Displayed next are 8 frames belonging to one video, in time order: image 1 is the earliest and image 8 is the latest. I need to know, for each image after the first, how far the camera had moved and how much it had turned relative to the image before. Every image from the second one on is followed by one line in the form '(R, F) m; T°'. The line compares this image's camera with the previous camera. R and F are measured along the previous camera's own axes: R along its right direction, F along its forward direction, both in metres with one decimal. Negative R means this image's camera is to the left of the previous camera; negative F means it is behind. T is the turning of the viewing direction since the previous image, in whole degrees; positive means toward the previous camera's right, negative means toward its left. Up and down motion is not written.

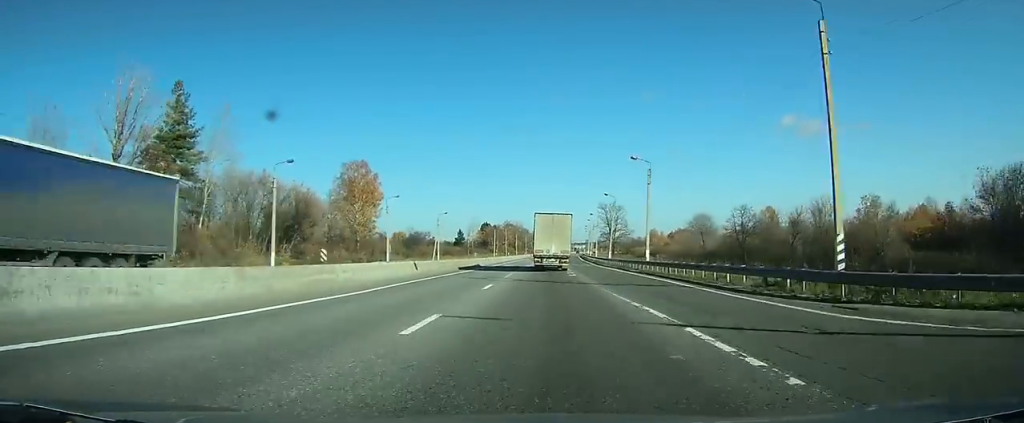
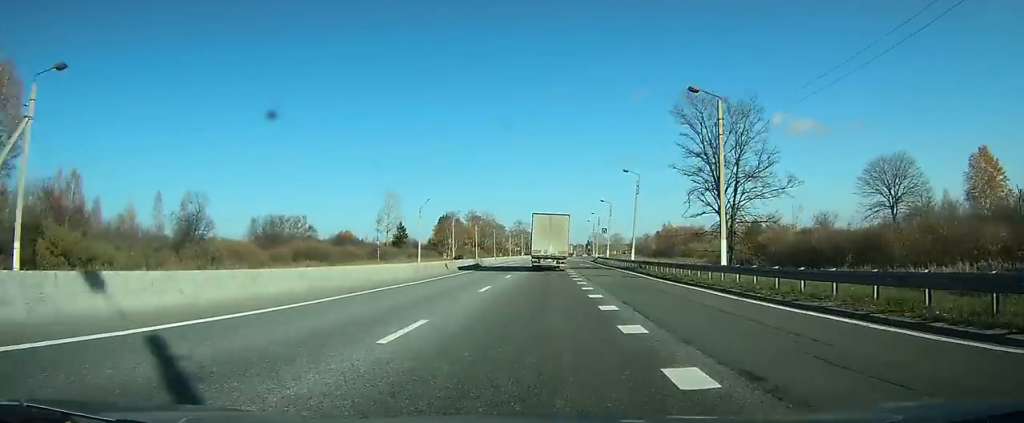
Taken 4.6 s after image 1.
(+1.0, +96.9) m; +2°
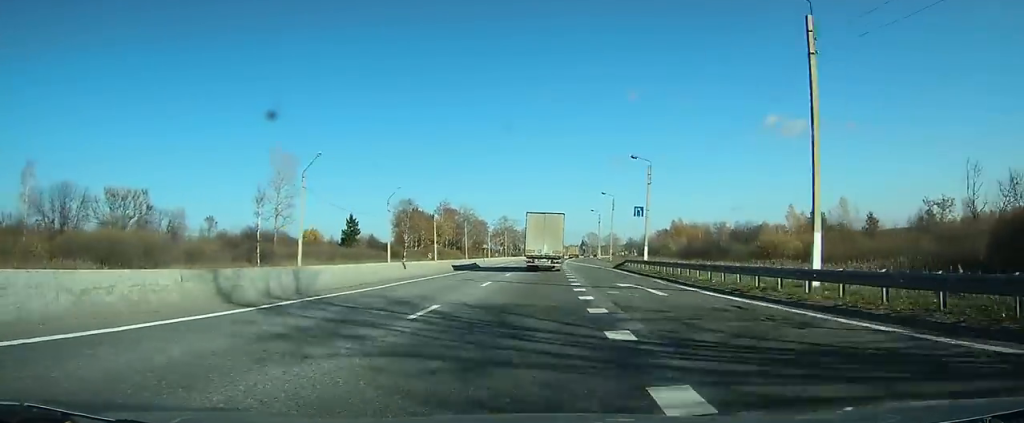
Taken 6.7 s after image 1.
(+0.4, +46.7) m; +1°
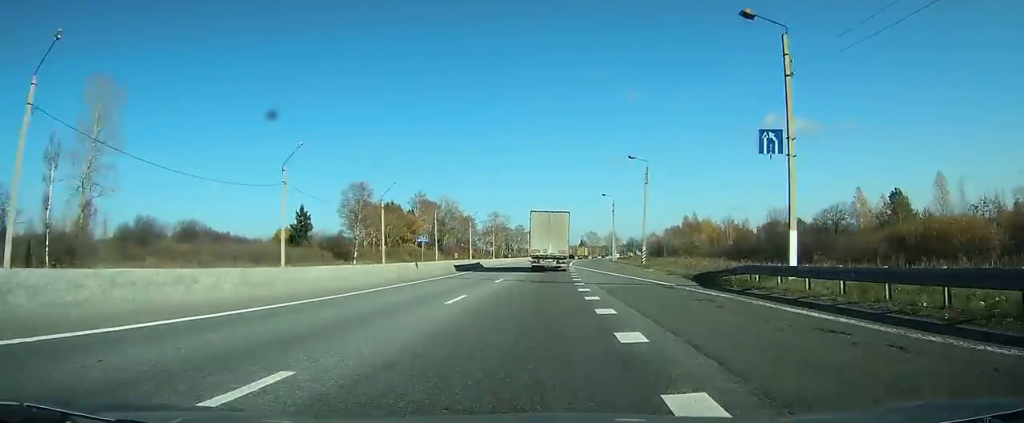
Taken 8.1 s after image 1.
(+0.3, +32.4) m; +1°
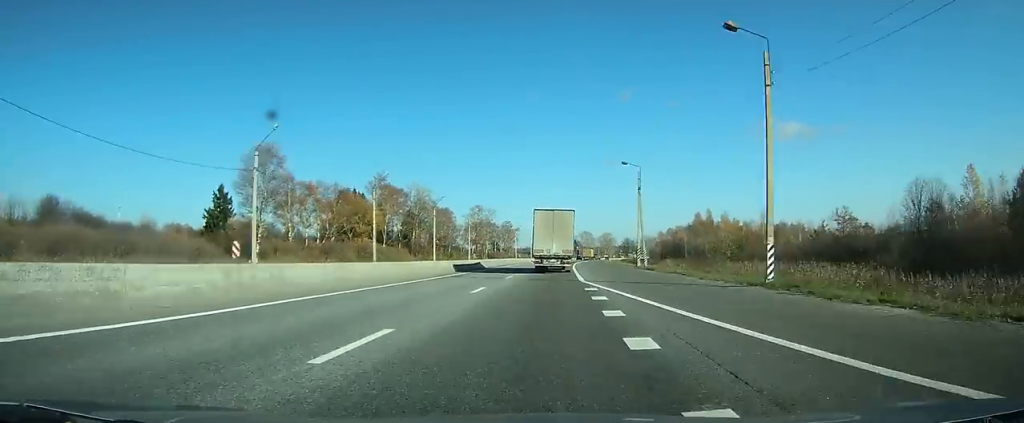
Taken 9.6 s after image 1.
(+0.2, +31.9) m; +1°
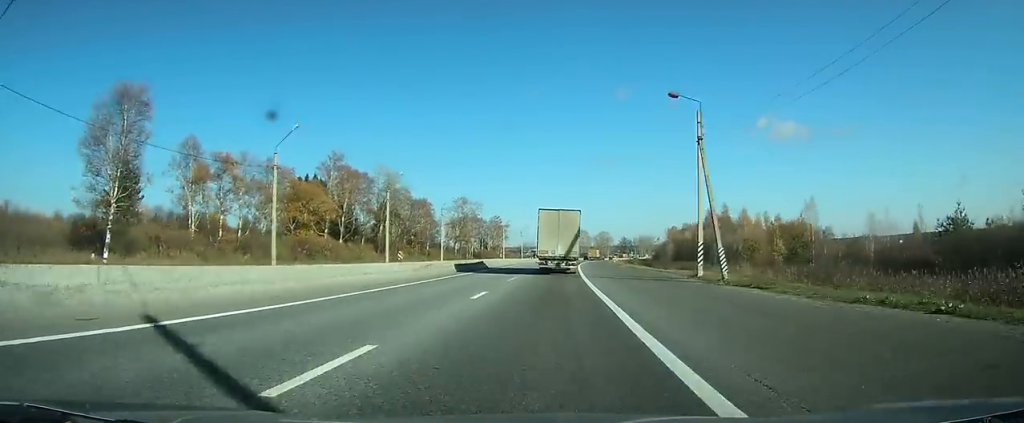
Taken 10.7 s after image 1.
(0.0, +24.4) m; +1°
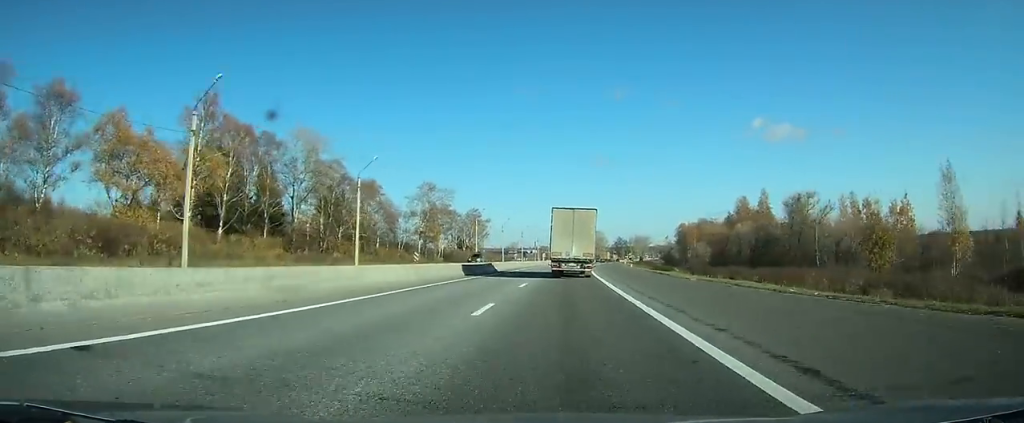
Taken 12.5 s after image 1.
(+0.4, +39.1) m; +1°
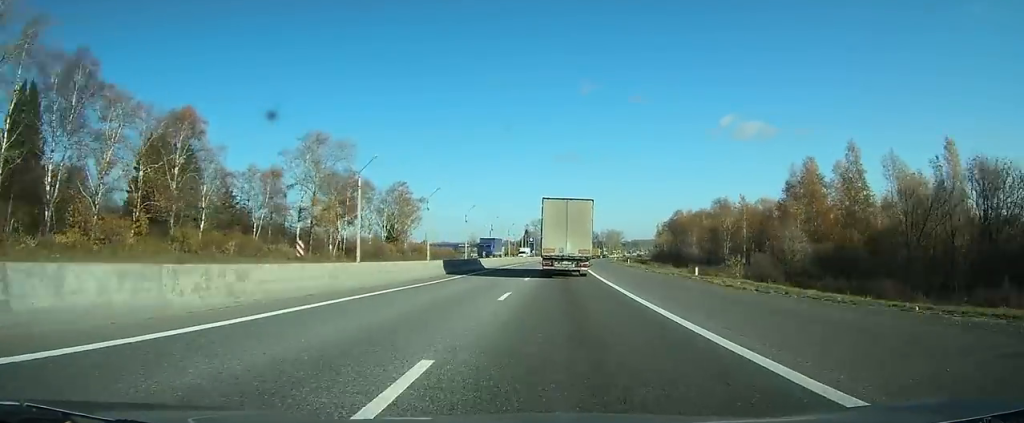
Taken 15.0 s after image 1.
(+1.1, +58.1) m; +3°
